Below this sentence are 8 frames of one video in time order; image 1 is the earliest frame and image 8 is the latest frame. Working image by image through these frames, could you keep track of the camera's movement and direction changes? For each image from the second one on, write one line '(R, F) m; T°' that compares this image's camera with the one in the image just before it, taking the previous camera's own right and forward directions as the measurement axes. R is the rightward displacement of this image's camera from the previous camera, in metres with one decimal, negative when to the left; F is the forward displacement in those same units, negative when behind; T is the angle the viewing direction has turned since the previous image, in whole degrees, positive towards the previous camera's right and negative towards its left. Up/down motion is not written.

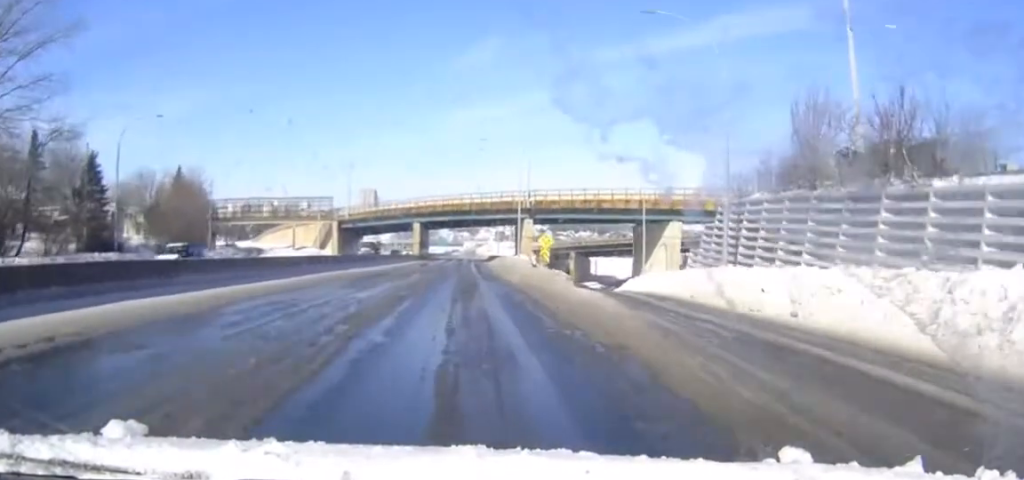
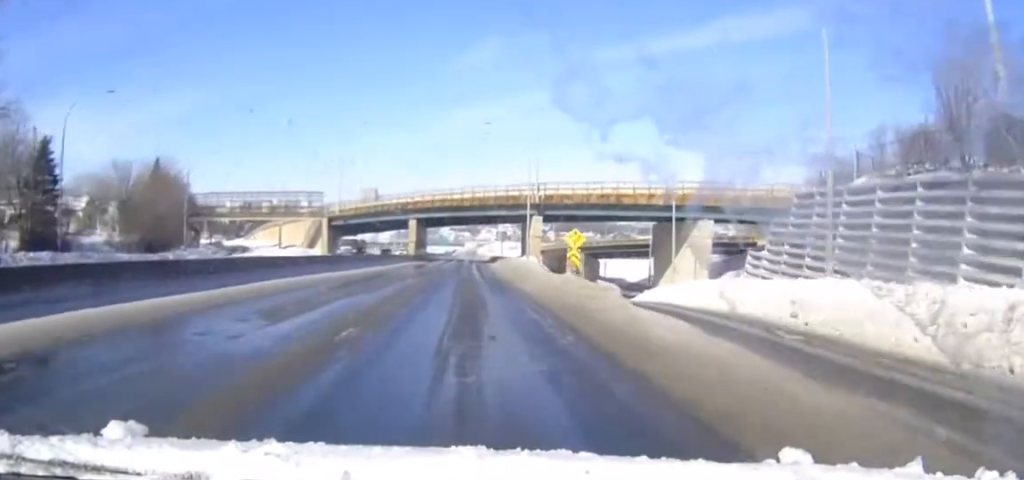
(0.0, +10.9) m; 0°
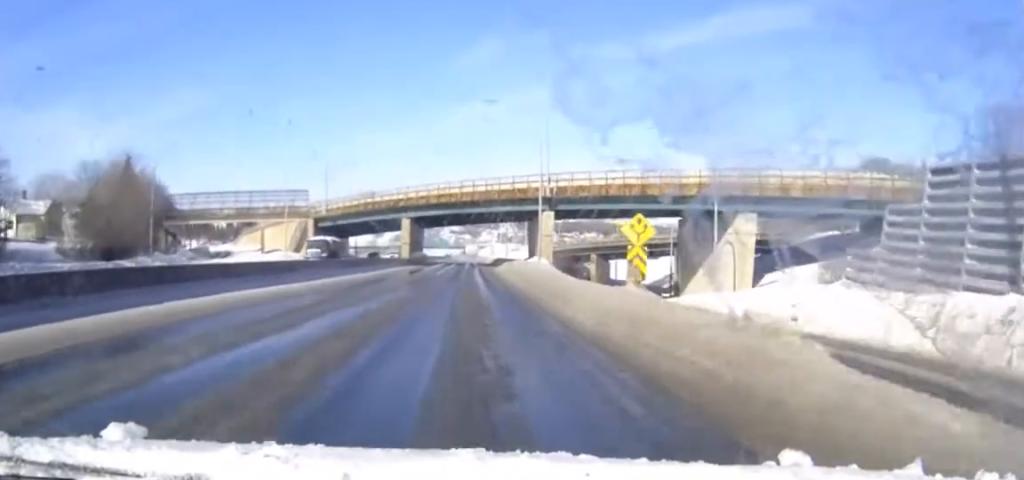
(0.0, +11.5) m; 0°
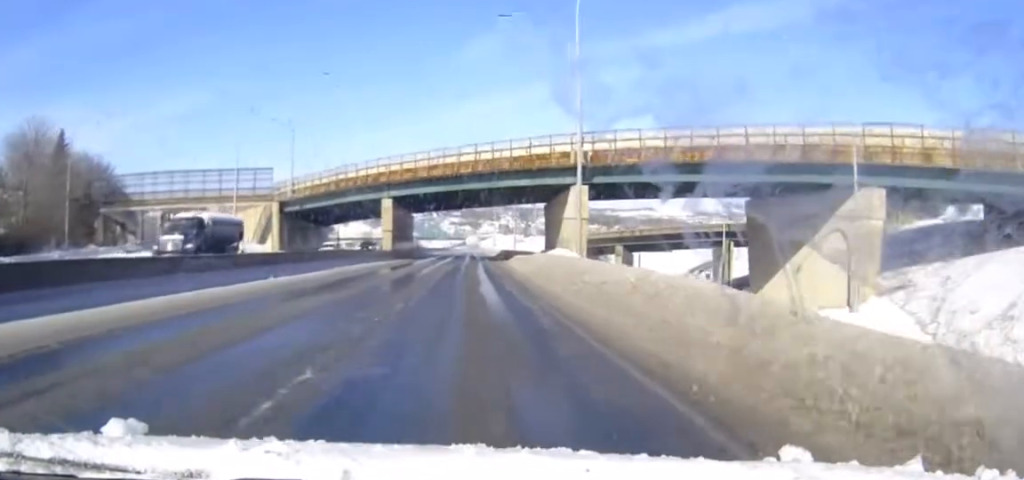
(0.0, +21.1) m; 0°
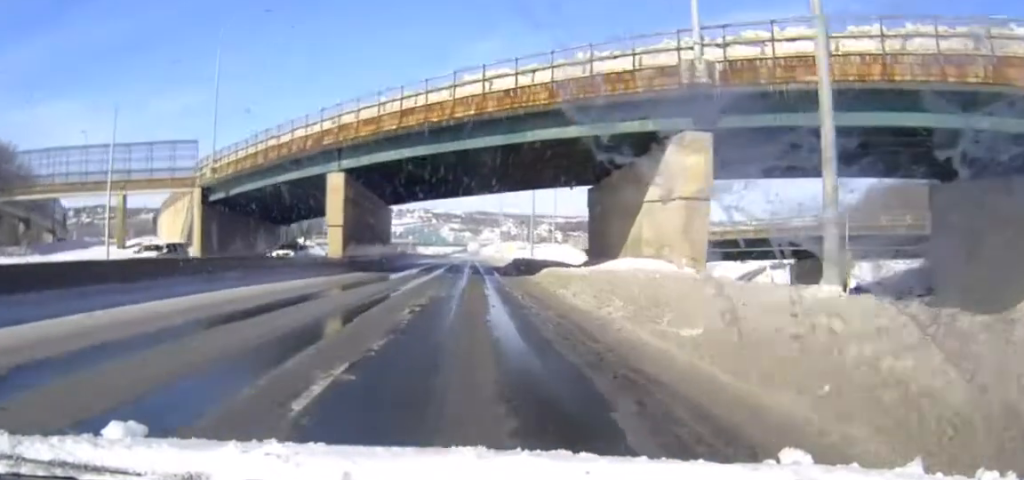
(-0.1, +27.4) m; 0°
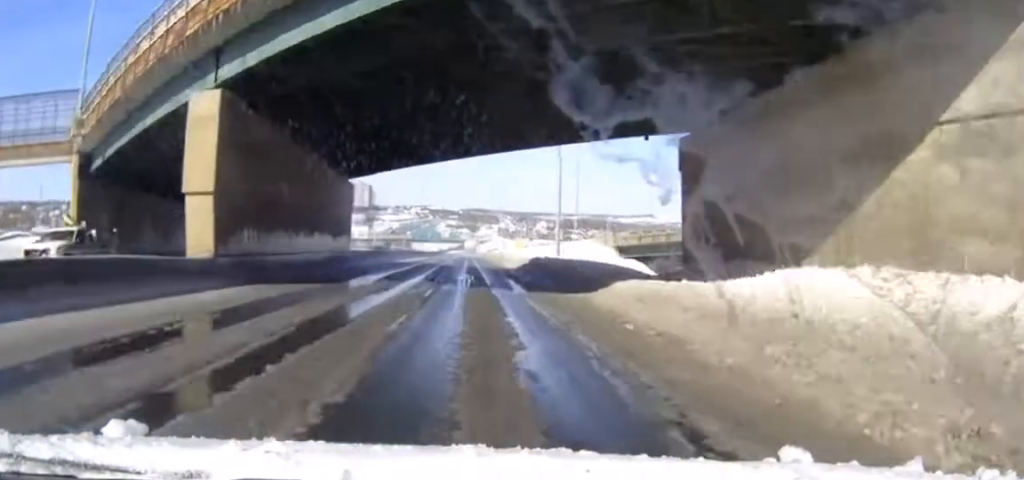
(0.0, +21.6) m; 0°
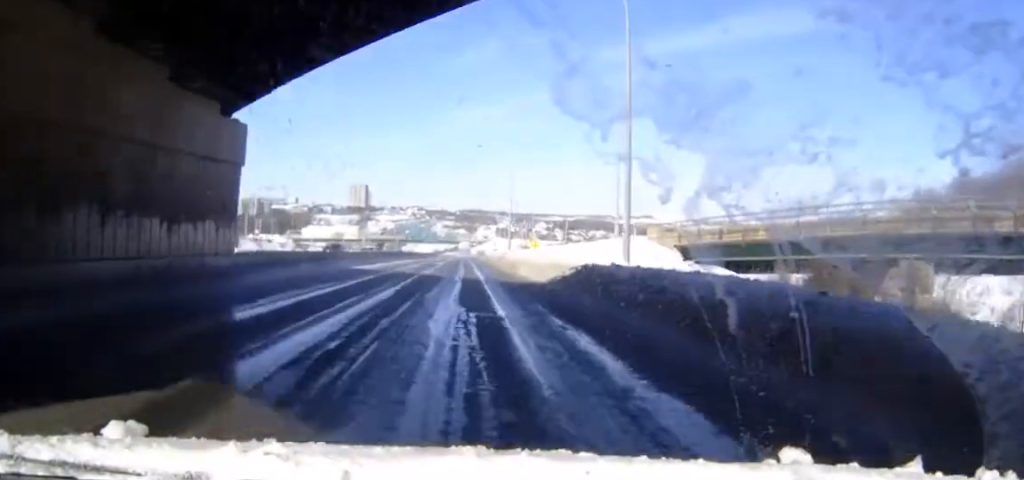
(+0.1, +22.3) m; +1°
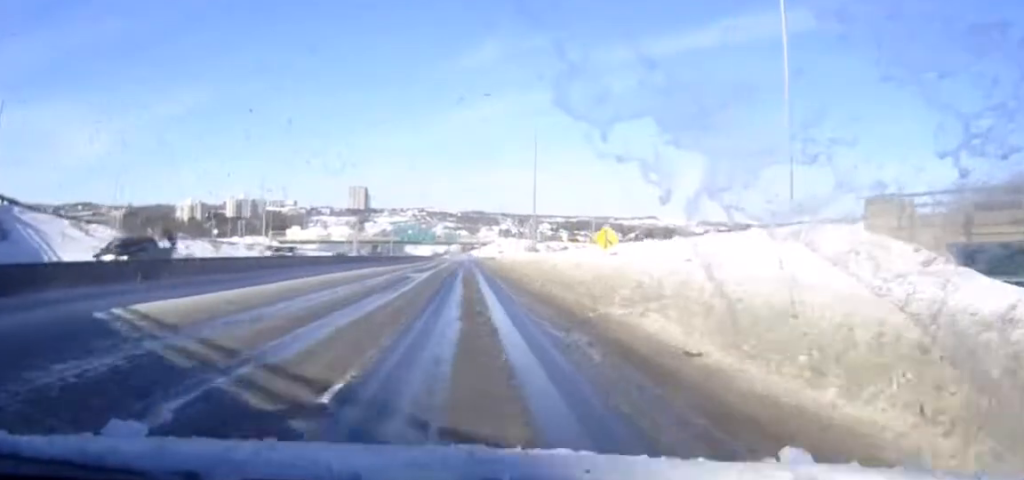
(+0.3, +29.5) m; -1°
